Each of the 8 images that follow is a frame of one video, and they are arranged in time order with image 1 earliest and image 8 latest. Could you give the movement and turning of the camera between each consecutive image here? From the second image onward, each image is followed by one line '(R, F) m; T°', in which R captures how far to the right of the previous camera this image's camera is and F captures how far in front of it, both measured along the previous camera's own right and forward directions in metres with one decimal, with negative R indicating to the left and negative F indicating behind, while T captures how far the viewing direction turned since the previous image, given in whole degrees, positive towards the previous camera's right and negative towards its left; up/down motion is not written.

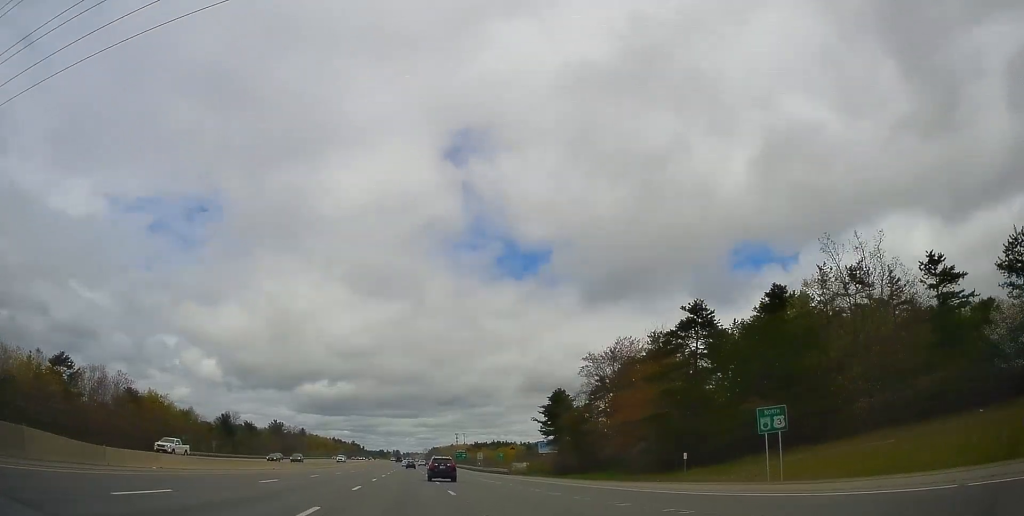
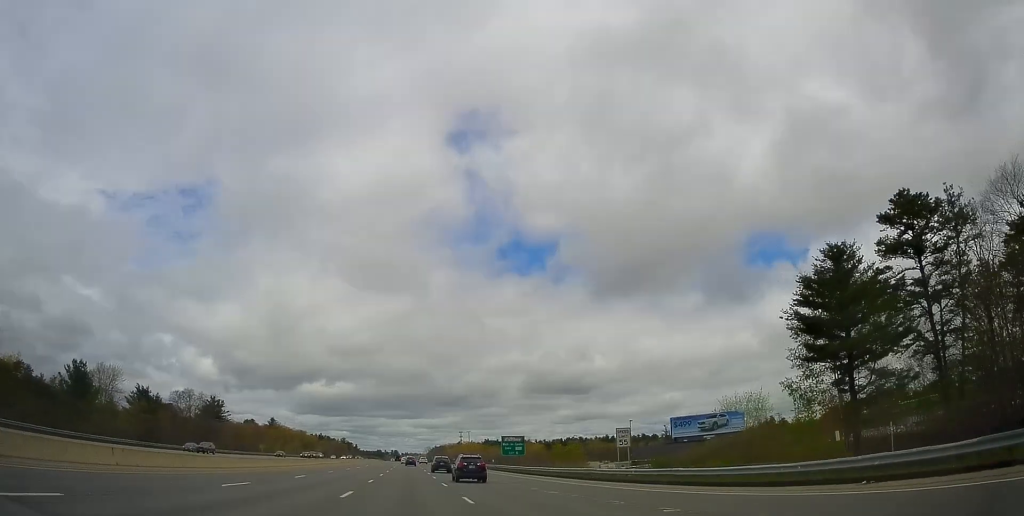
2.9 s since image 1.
(+0.1, +89.0) m; 0°
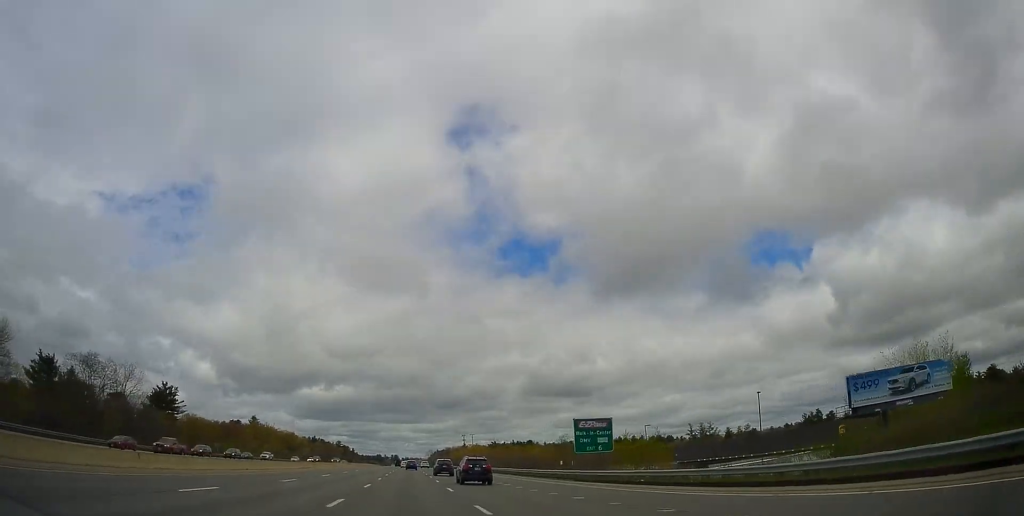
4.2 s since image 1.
(+0.4, +40.3) m; 0°
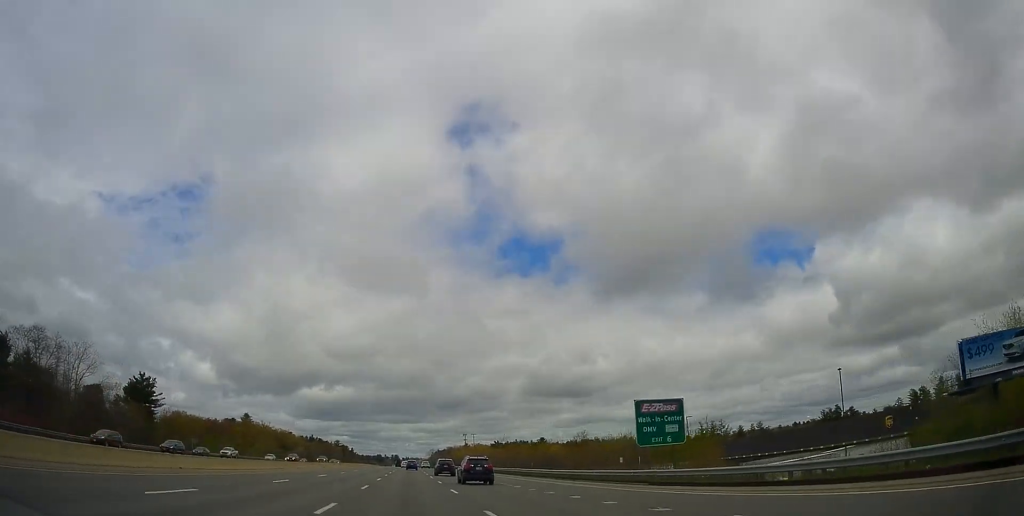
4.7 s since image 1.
(0.0, +14.4) m; 0°
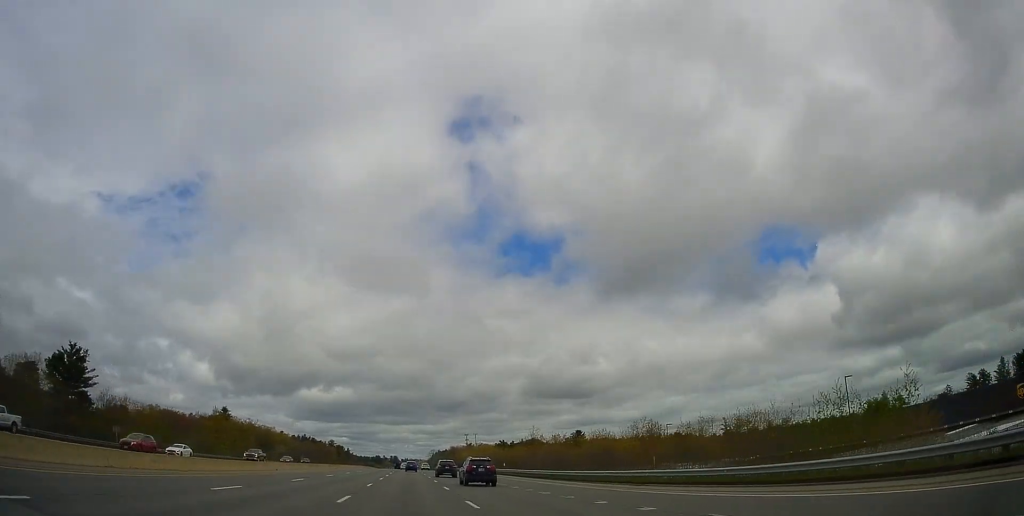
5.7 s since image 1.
(-0.2, +32.3) m; 0°
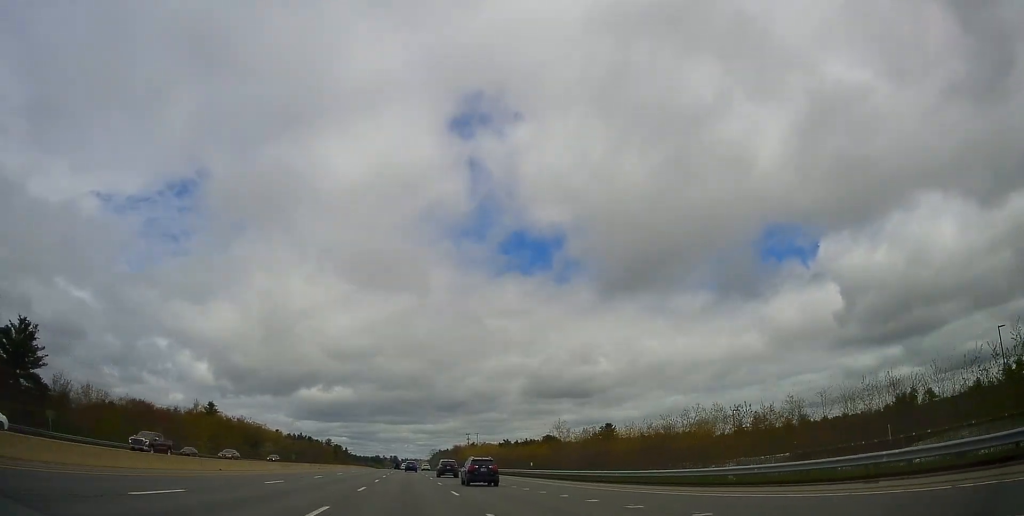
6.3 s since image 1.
(+0.3, +17.4) m; 0°
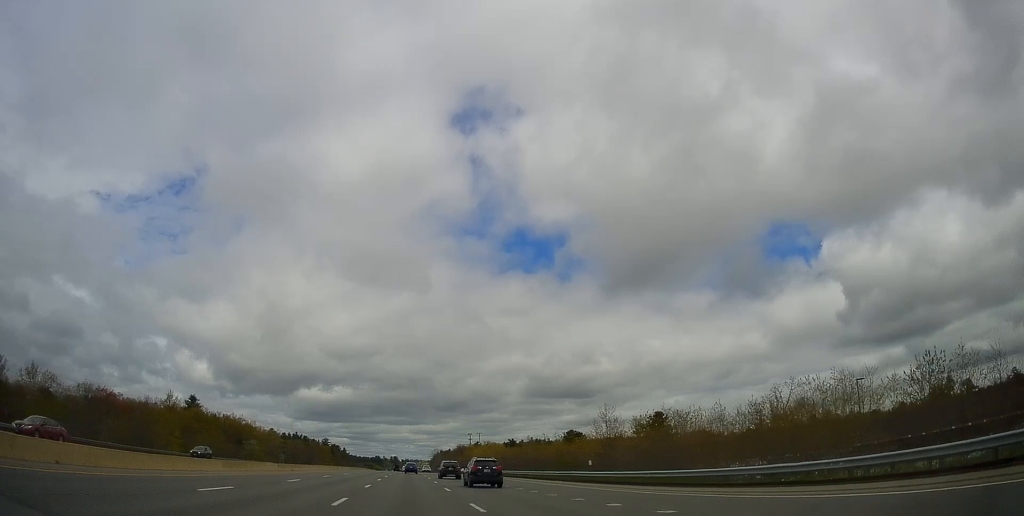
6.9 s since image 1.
(-0.4, +20.0) m; -1°
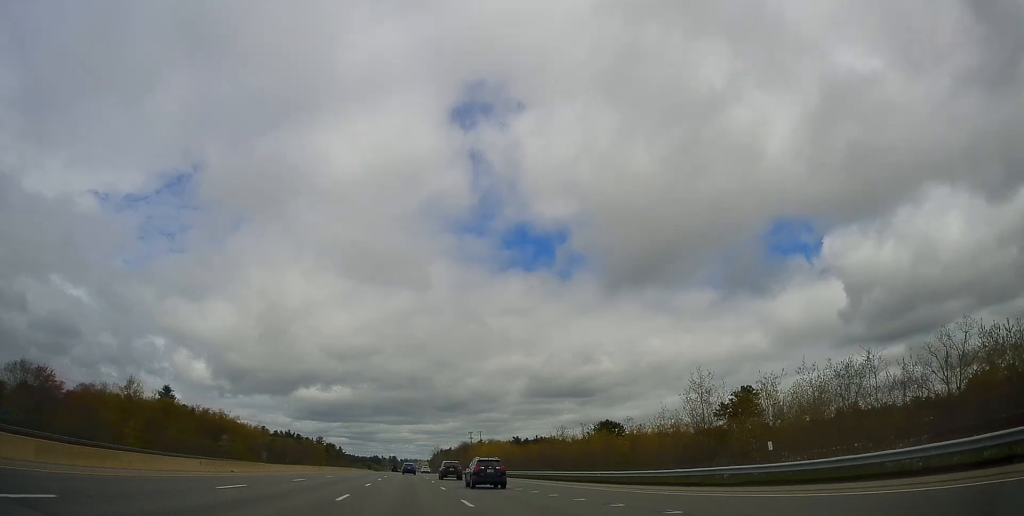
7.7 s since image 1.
(-0.2, +22.1) m; 0°
